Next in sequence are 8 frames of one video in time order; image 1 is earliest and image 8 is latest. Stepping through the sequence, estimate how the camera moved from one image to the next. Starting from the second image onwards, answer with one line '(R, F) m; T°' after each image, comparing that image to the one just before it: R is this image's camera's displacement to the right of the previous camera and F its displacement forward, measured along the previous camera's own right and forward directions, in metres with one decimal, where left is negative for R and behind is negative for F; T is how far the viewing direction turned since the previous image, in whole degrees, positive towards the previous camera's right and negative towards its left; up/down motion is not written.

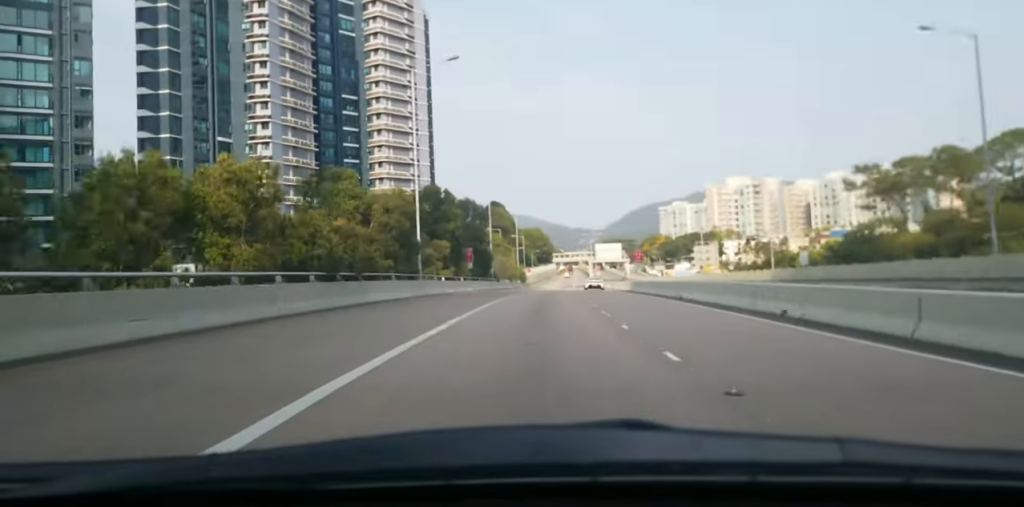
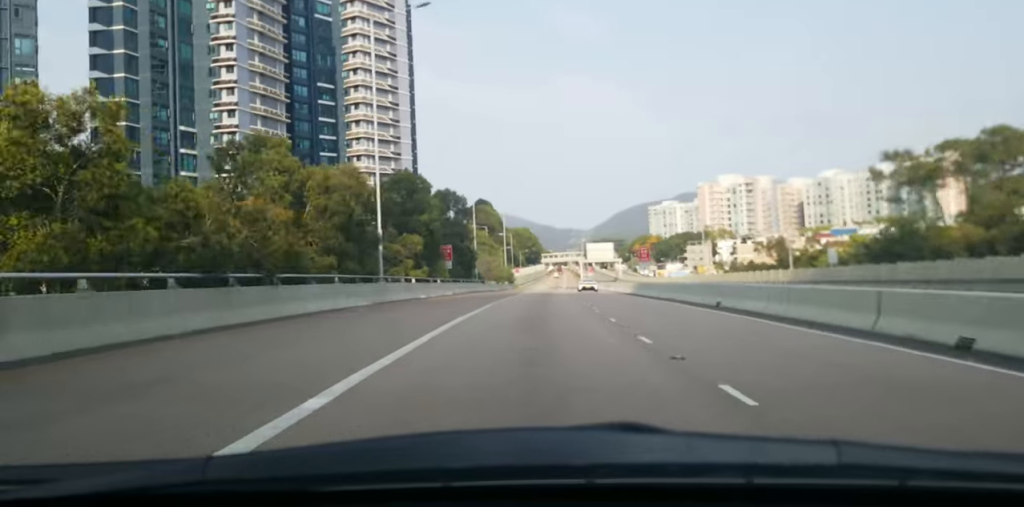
(+0.1, +9.5) m; +1°
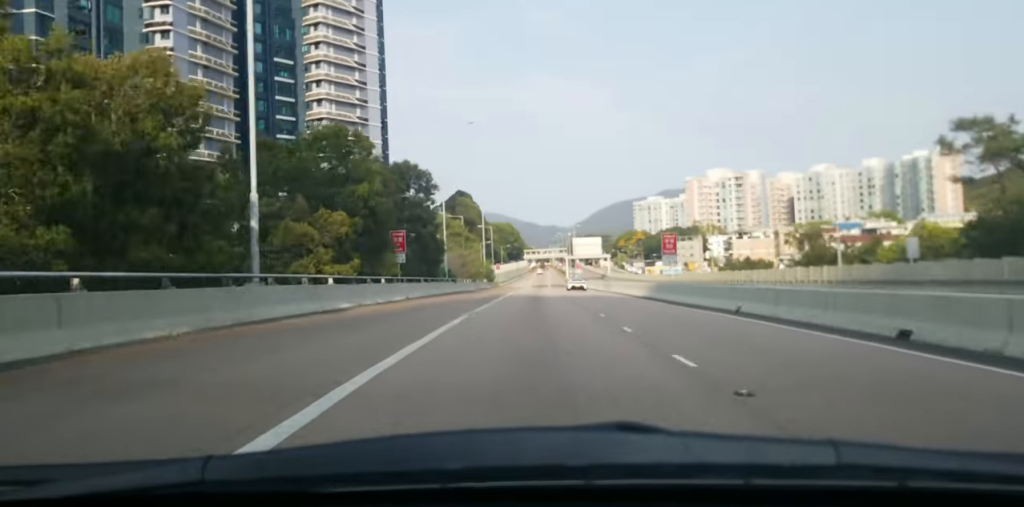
(-0.1, +16.3) m; +1°
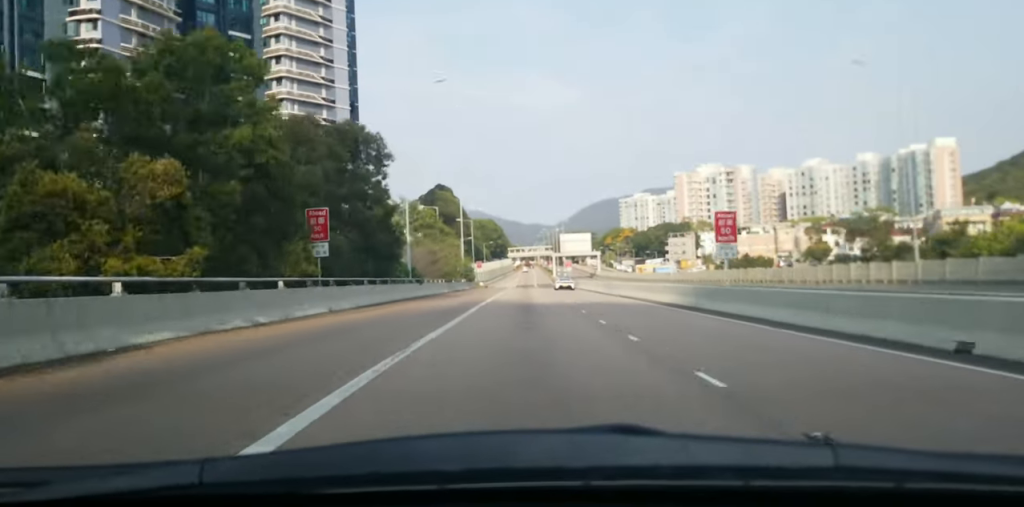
(+0.3, +14.5) m; +1°
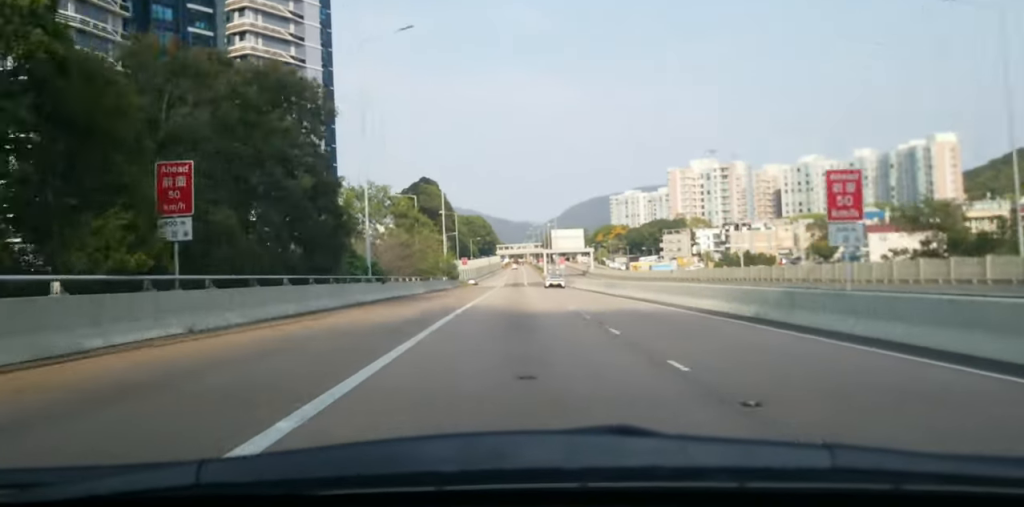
(+0.1, +11.6) m; +1°
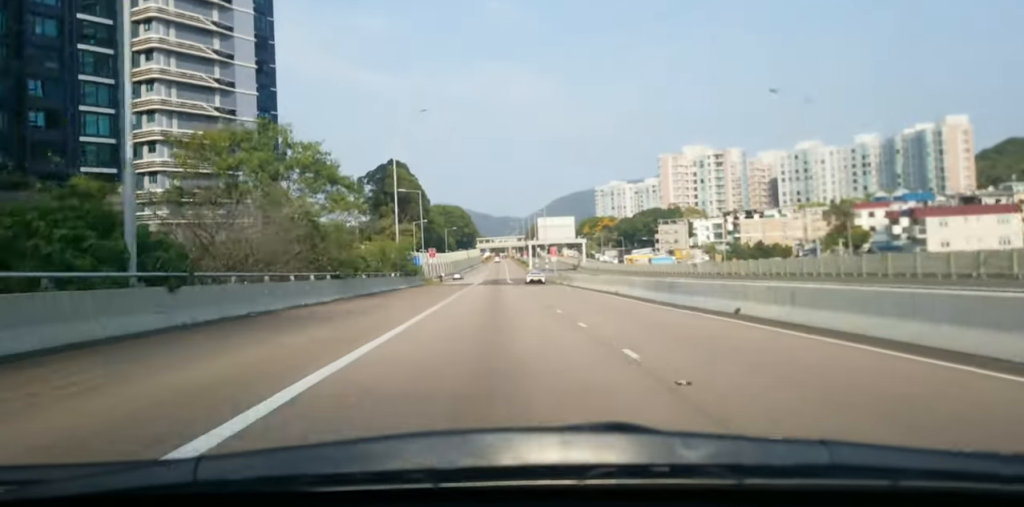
(+0.2, +25.2) m; +1°
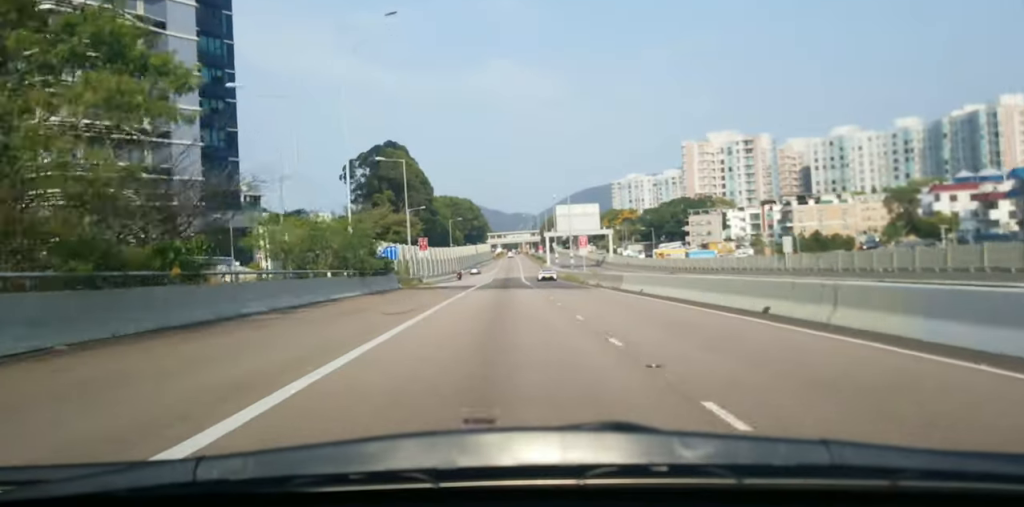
(+0.3, +23.9) m; -1°
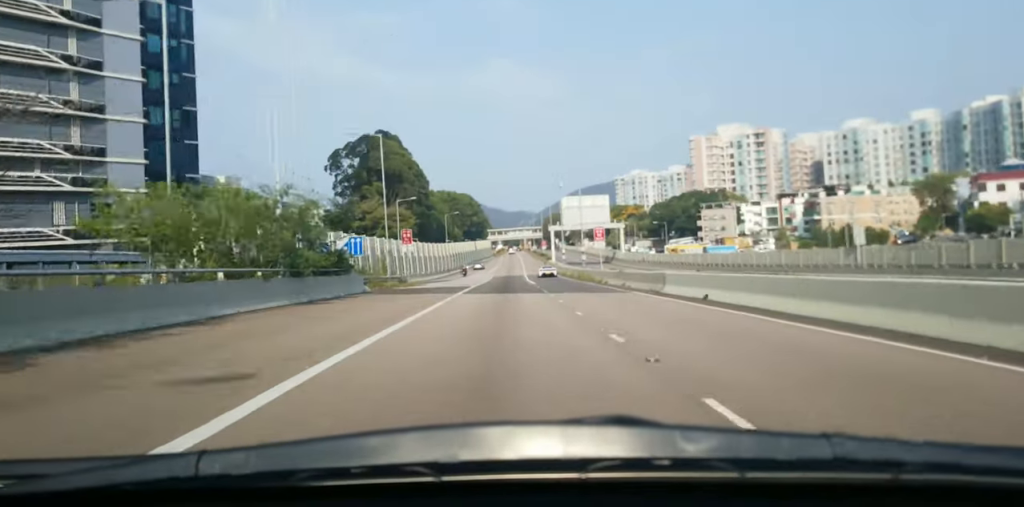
(-0.3, +12.3) m; -1°
